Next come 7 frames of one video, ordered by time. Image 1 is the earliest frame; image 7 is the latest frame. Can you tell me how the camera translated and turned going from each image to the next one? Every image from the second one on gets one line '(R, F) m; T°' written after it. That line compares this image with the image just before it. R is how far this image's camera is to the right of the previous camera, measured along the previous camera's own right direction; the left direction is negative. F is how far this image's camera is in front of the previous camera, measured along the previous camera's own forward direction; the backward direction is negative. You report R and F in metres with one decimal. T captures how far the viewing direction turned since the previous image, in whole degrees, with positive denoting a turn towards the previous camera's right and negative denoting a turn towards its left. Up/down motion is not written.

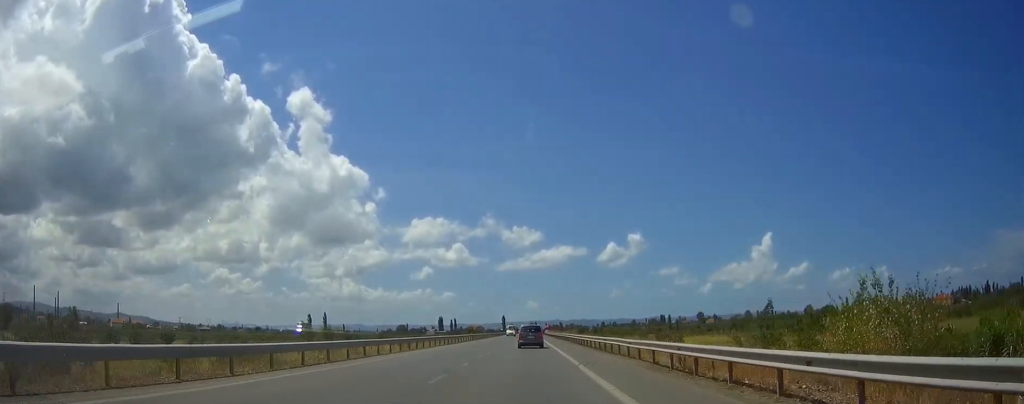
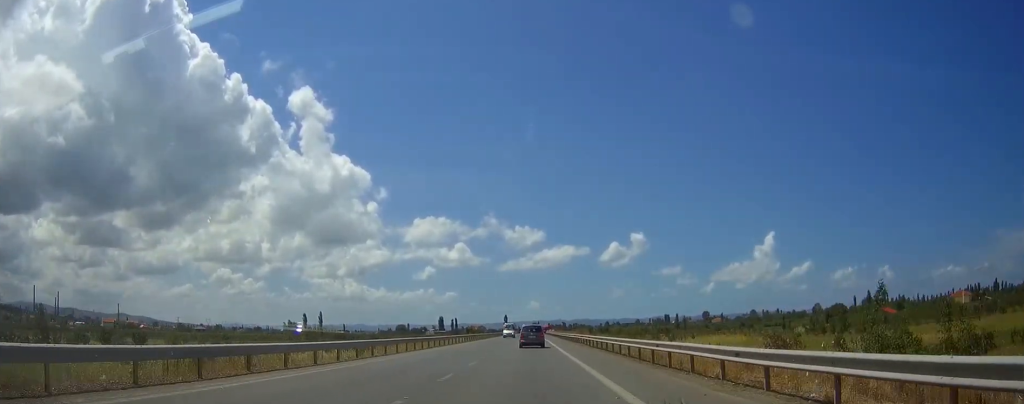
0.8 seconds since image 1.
(0.0, +14.6) m; 0°
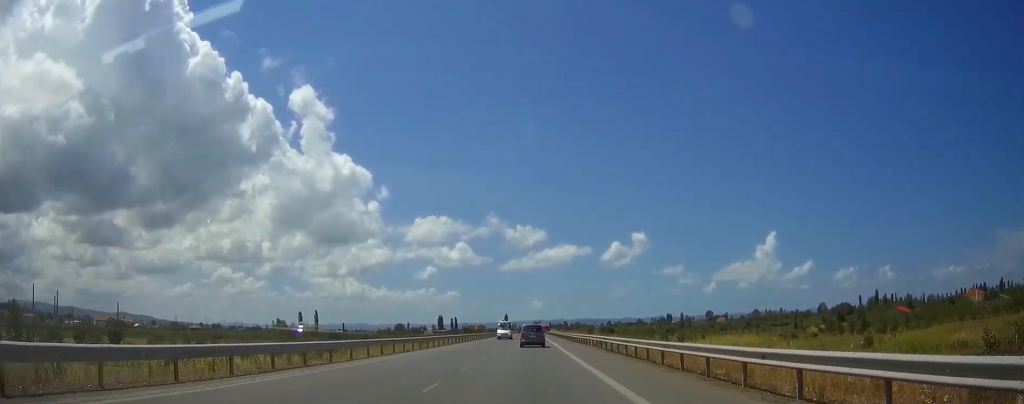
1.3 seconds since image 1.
(0.0, +11.1) m; 0°
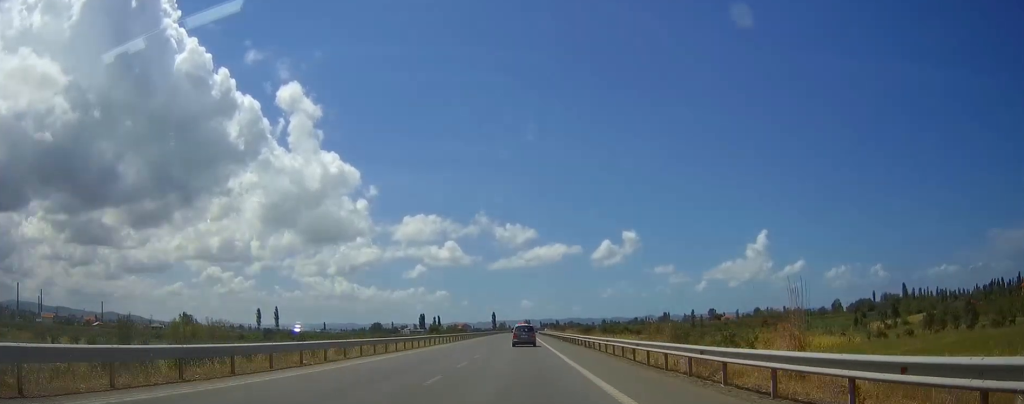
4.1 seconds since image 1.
(+0.4, +50.7) m; +1°
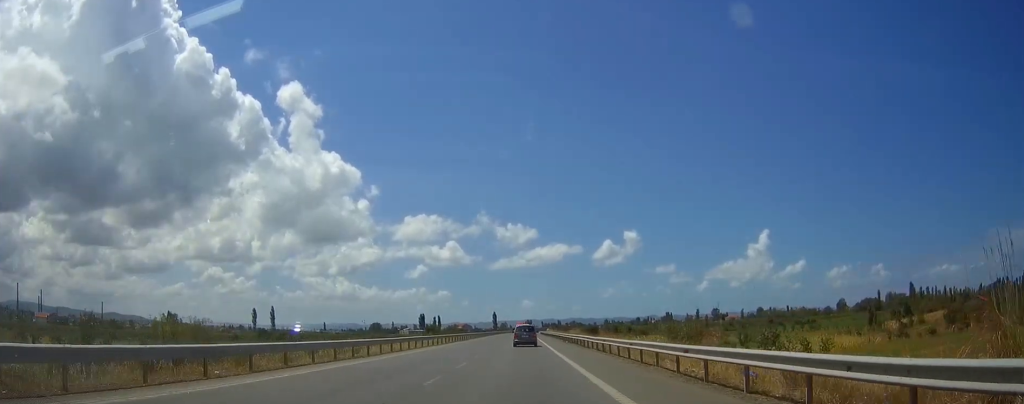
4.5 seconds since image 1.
(0.0, +7.8) m; 0°
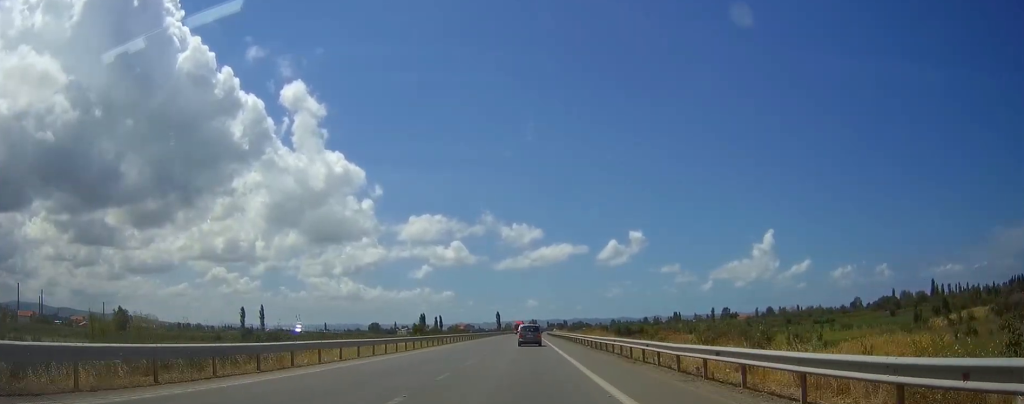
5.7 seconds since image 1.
(-0.1, +21.2) m; 0°
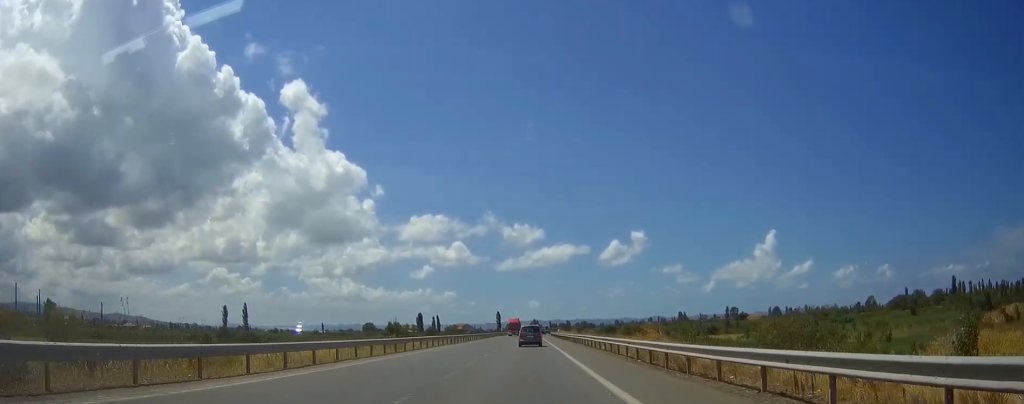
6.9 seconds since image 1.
(-0.1, +22.4) m; 0°
